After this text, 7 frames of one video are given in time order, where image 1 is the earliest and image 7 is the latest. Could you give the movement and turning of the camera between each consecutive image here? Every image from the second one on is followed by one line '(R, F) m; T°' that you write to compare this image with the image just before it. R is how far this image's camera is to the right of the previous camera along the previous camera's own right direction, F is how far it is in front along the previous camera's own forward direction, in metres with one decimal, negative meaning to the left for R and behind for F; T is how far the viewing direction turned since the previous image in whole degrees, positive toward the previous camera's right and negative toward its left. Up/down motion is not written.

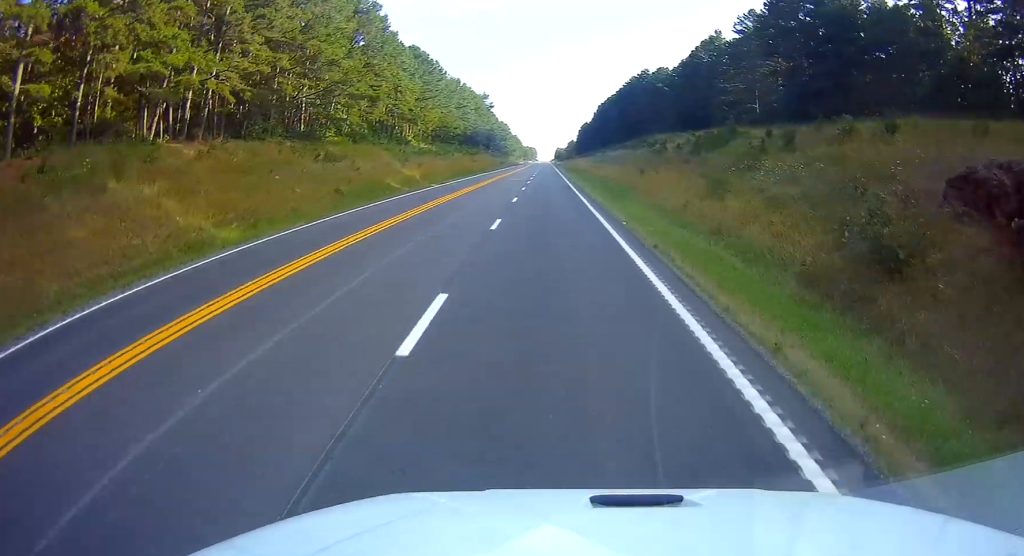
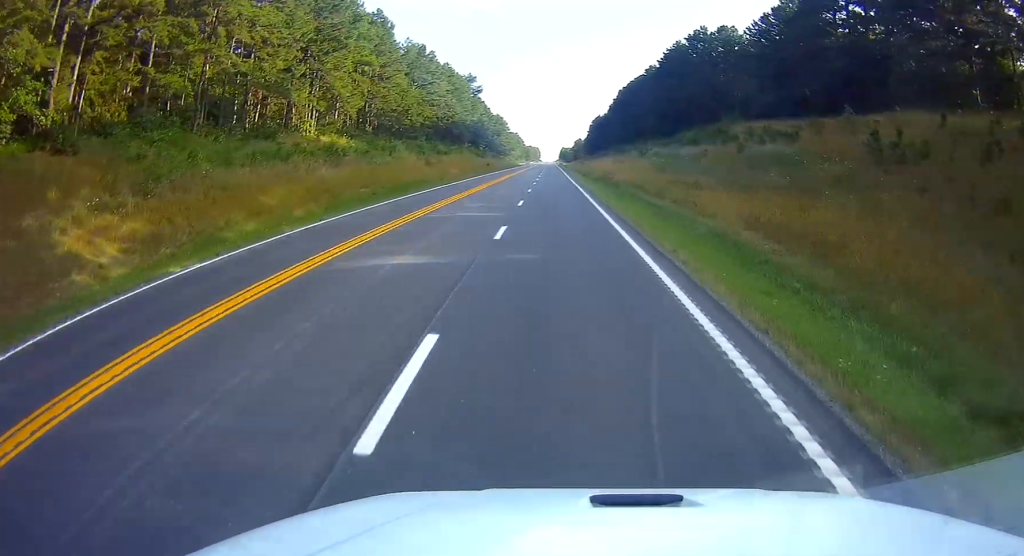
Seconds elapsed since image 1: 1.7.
(-1.0, +50.4) m; -1°
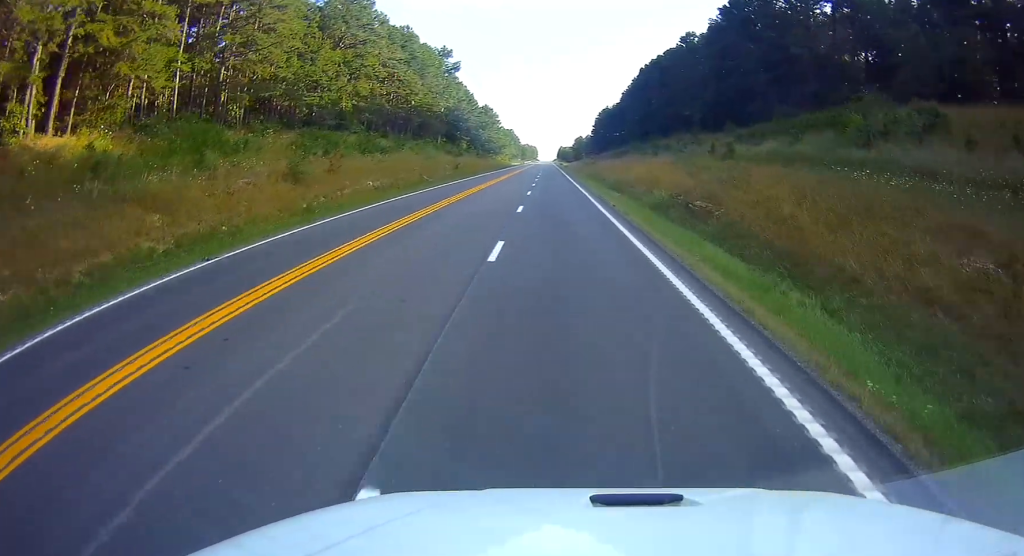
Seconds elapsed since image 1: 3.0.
(+1.3, +39.5) m; +2°
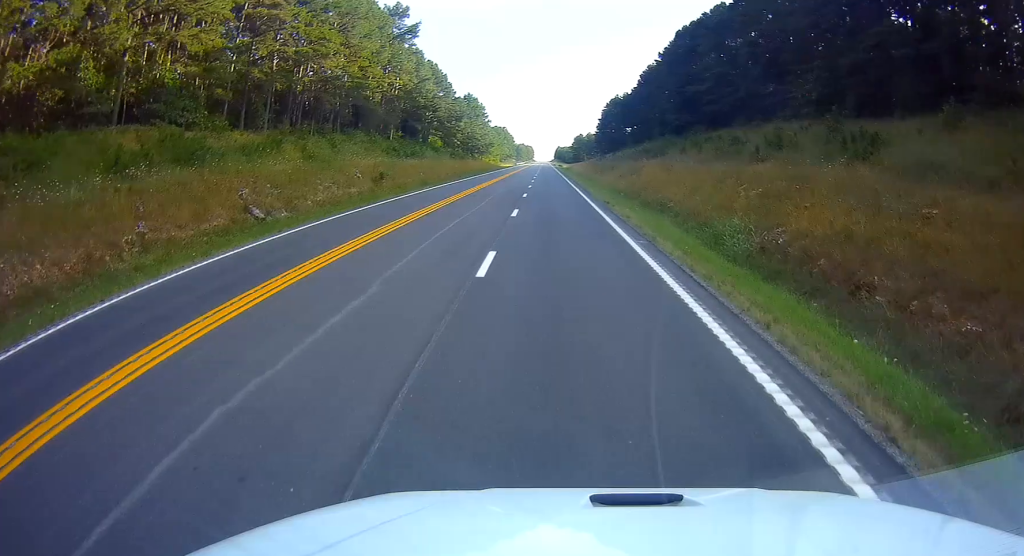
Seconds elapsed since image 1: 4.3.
(-0.9, +37.8) m; -1°
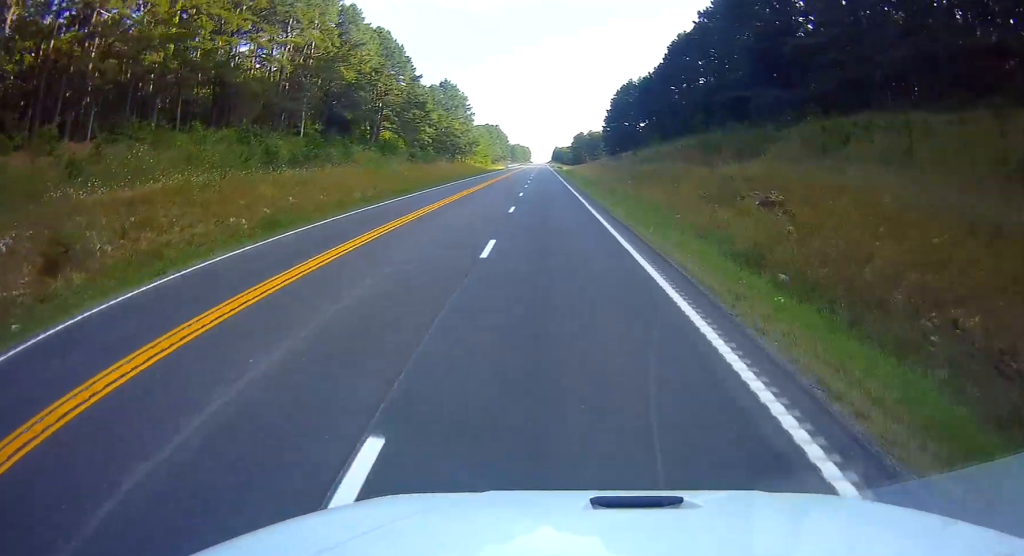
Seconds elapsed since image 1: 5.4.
(0.0, +33.8) m; 0°
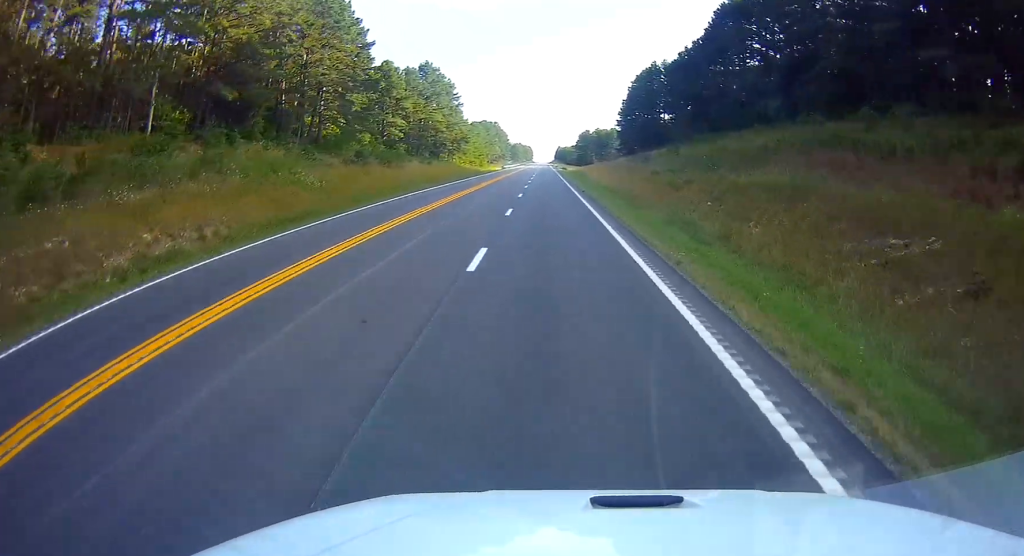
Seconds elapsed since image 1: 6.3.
(0.0, +25.9) m; 0°
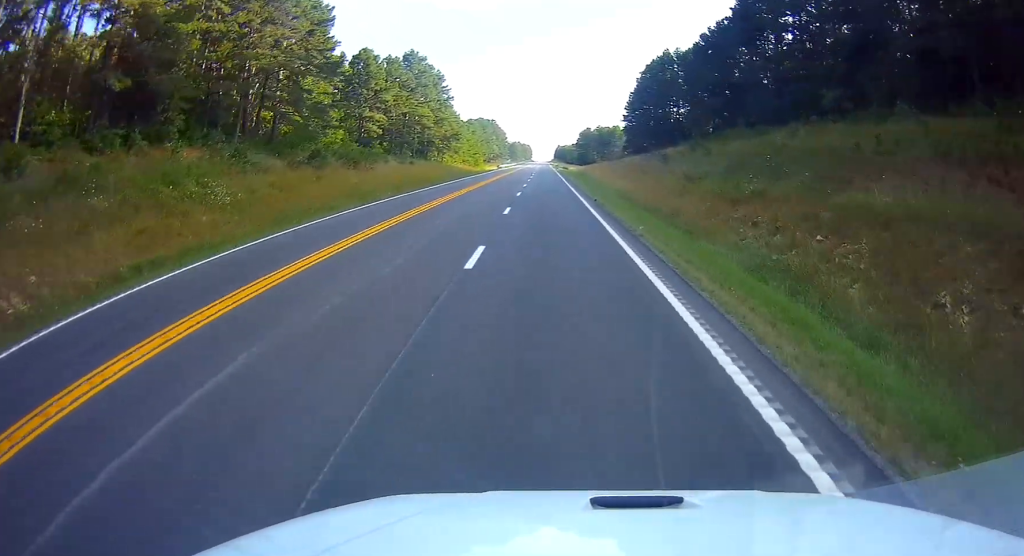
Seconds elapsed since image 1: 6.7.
(0.0, +12.0) m; 0°
